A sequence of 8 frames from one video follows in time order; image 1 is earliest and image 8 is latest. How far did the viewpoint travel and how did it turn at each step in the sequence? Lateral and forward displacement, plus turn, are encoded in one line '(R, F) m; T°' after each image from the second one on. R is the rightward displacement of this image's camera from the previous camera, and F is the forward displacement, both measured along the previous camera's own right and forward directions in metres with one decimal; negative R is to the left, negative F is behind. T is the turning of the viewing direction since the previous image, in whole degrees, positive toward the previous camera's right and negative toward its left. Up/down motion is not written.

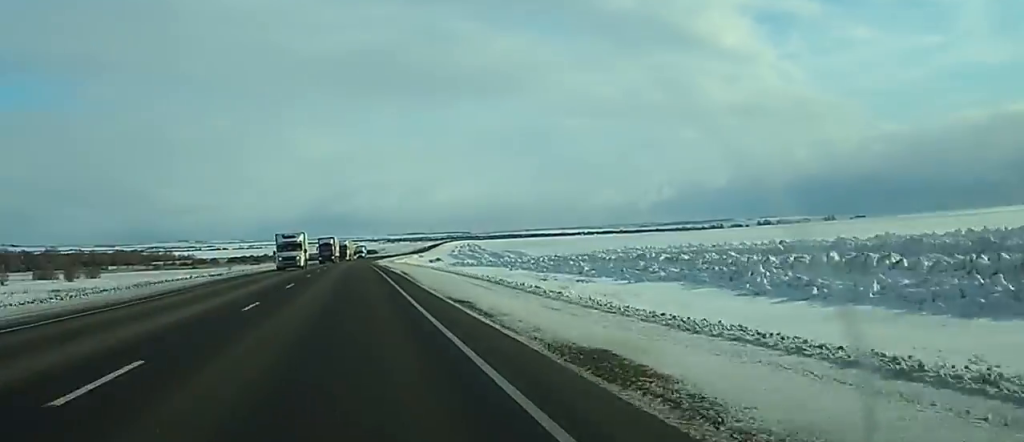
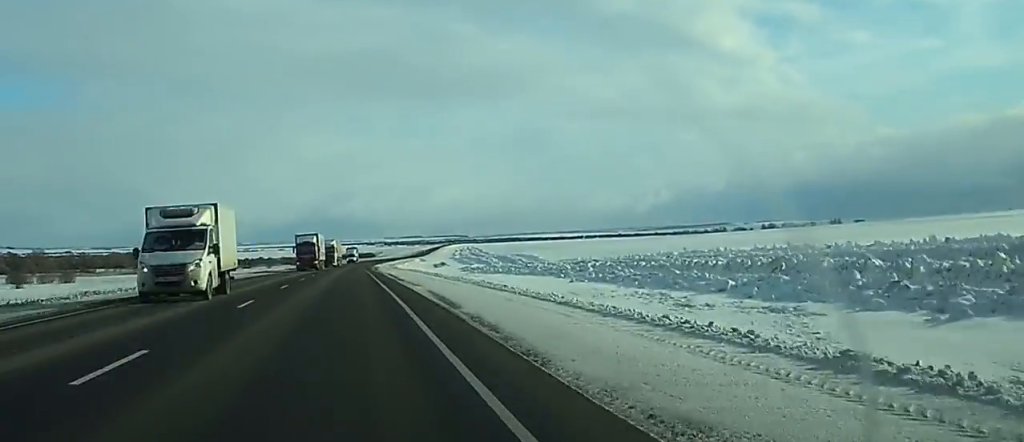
(+0.1, +22.2) m; +1°
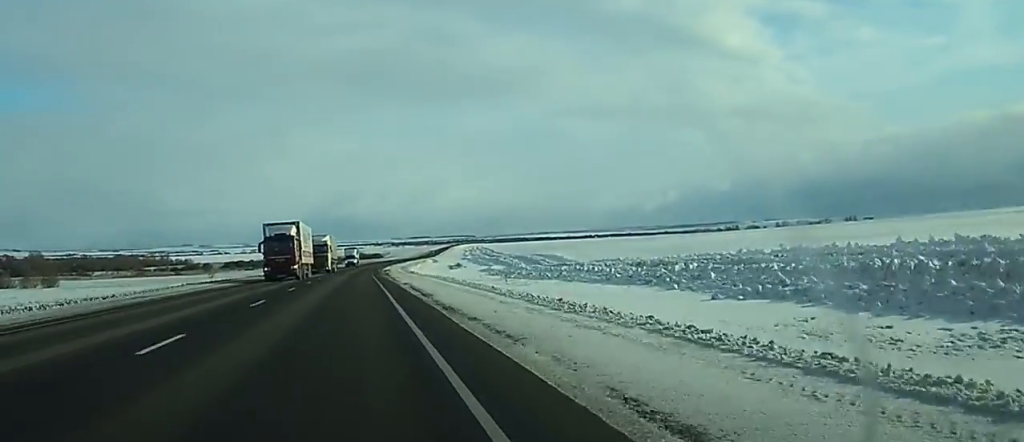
(+0.1, +20.4) m; 0°
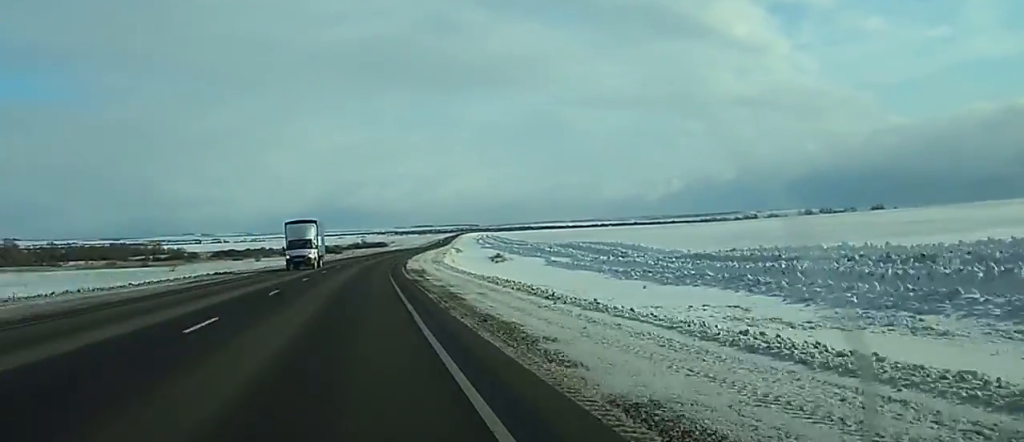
(-0.1, +56.1) m; 0°
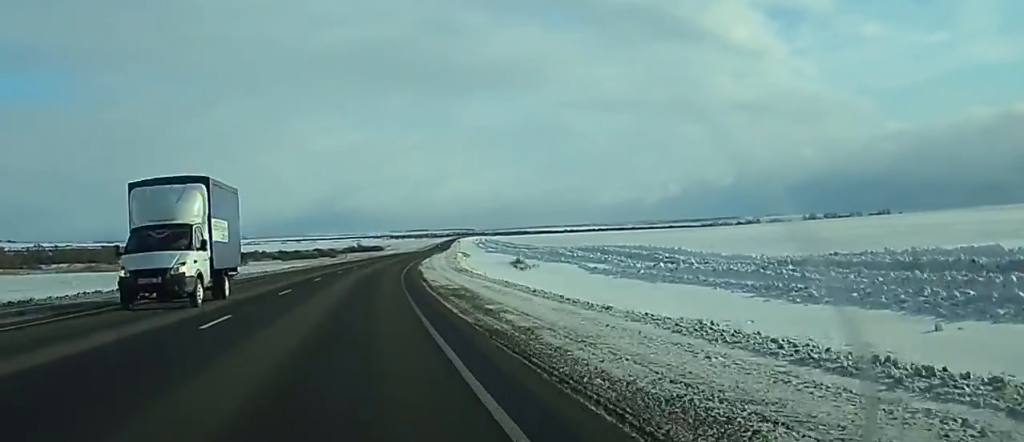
(-0.1, +22.6) m; 0°
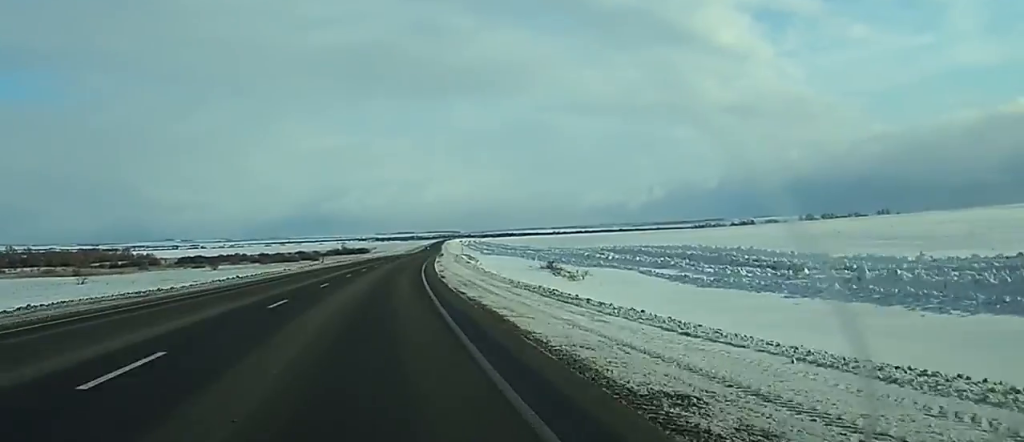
(+0.1, +30.3) m; +1°
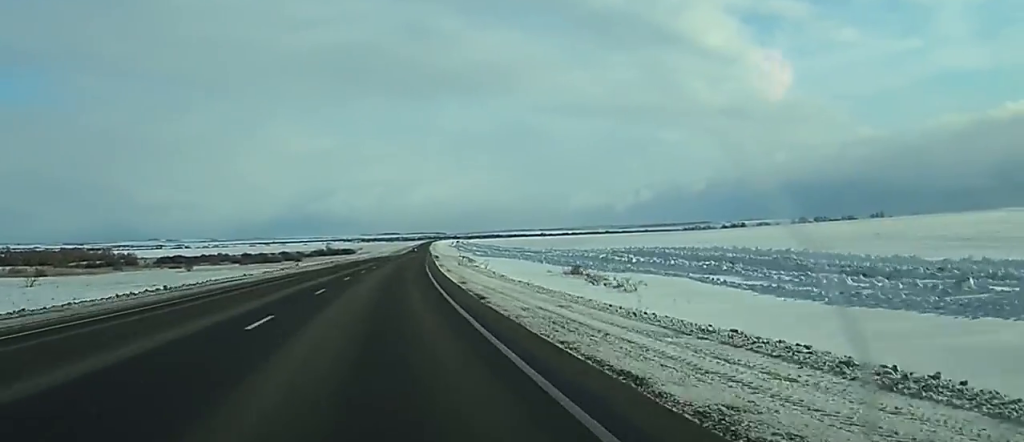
(0.0, +17.1) m; +1°
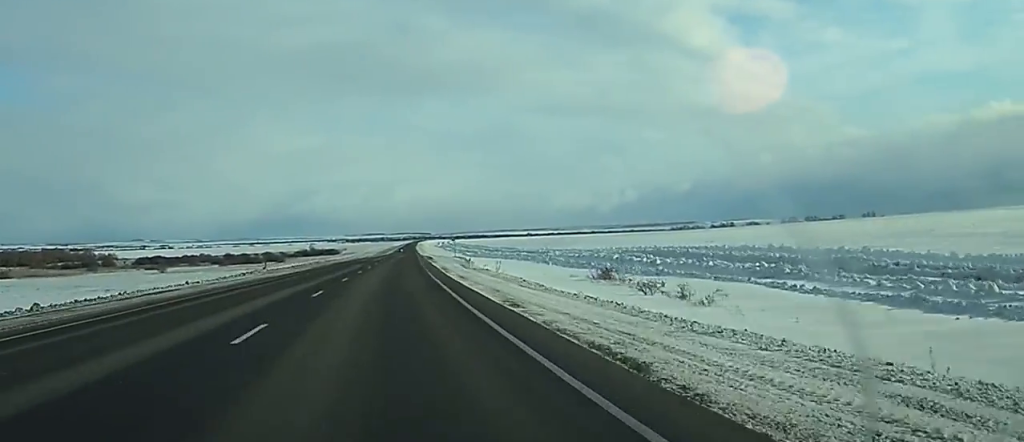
(+0.1, +14.3) m; +1°
